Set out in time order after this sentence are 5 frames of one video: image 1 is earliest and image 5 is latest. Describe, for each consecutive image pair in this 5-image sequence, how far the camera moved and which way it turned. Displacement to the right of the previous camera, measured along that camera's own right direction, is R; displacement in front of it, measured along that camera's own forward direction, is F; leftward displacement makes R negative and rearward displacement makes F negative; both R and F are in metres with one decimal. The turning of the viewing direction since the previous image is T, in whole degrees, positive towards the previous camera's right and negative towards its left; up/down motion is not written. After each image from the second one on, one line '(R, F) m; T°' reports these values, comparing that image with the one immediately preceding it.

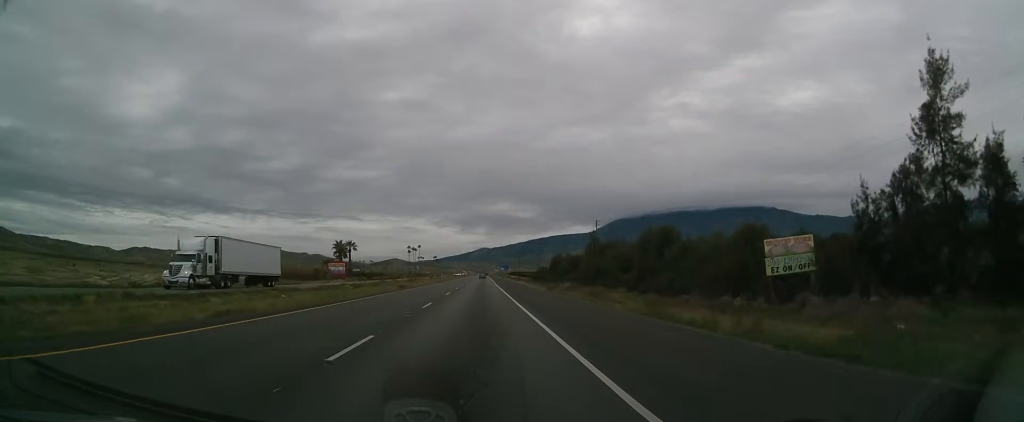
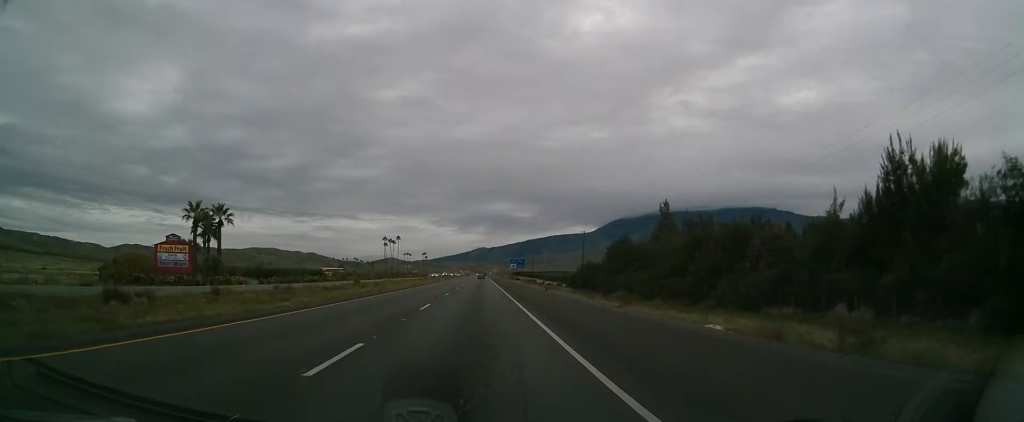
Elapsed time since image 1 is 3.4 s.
(-0.4, +102.2) m; 0°
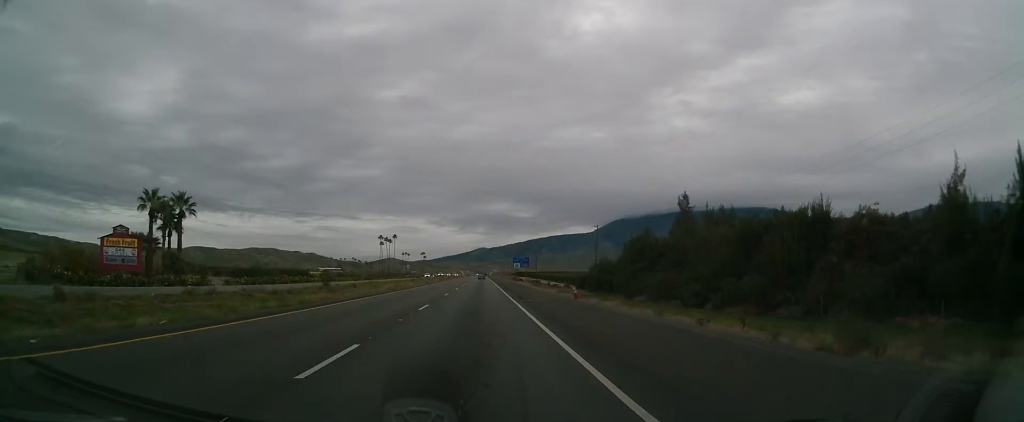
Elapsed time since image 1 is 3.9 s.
(+0.1, +14.2) m; 0°
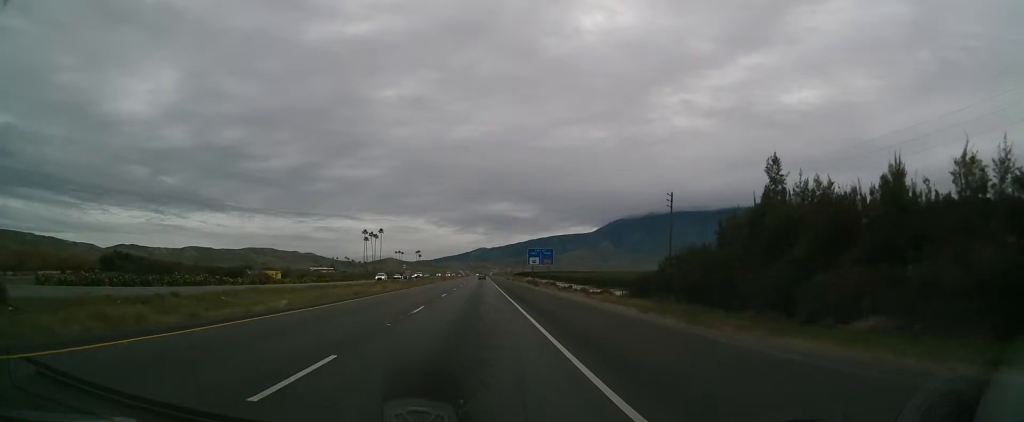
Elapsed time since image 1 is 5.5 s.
(-0.4, +40.7) m; 0°
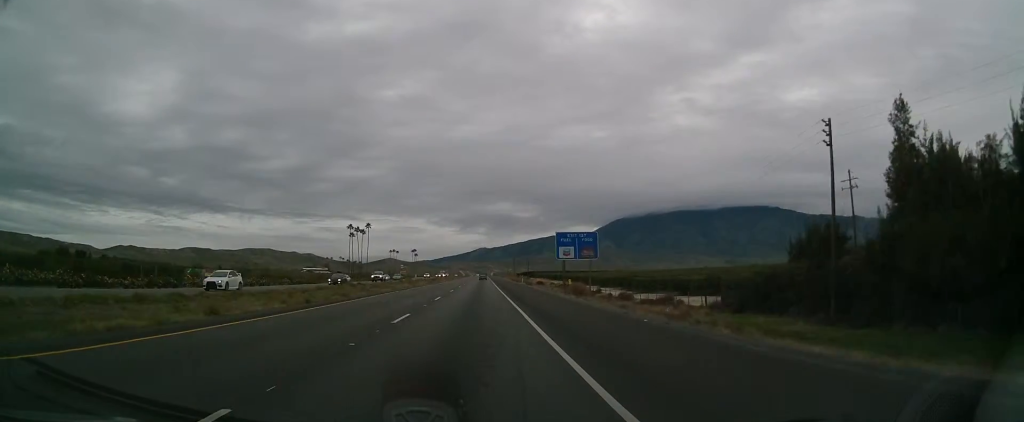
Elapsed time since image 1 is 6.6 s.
(+0.1, +28.5) m; 0°
